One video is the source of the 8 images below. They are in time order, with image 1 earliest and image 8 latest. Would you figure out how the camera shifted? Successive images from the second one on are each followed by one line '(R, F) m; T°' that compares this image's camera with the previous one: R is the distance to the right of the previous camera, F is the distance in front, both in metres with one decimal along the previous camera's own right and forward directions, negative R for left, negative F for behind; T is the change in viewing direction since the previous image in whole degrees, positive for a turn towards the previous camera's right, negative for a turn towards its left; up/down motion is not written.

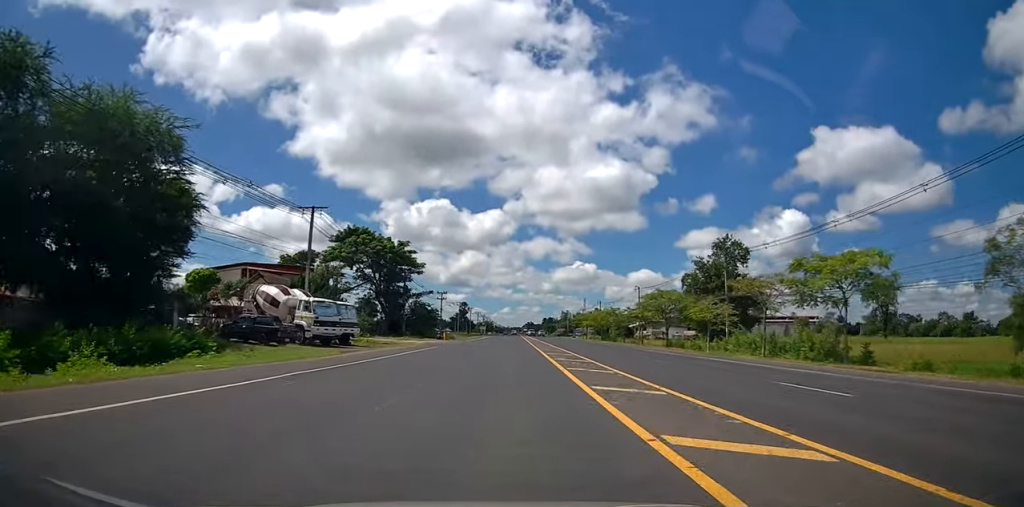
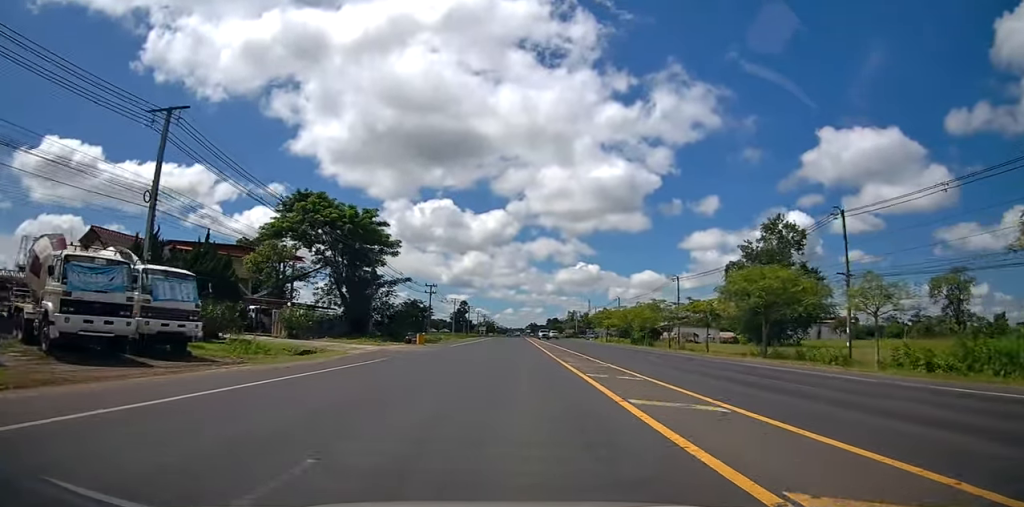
(0.0, +20.5) m; 0°
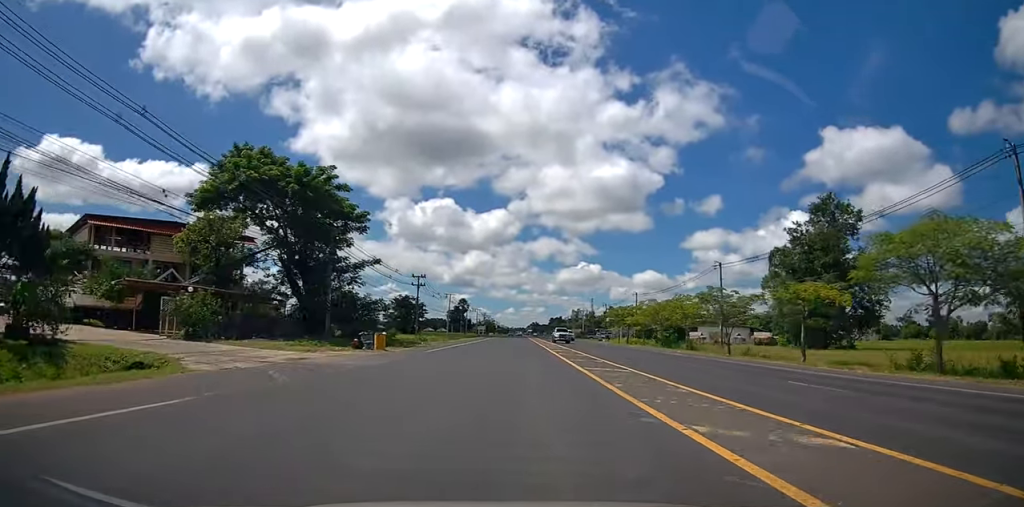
(0.0, +14.9) m; 0°
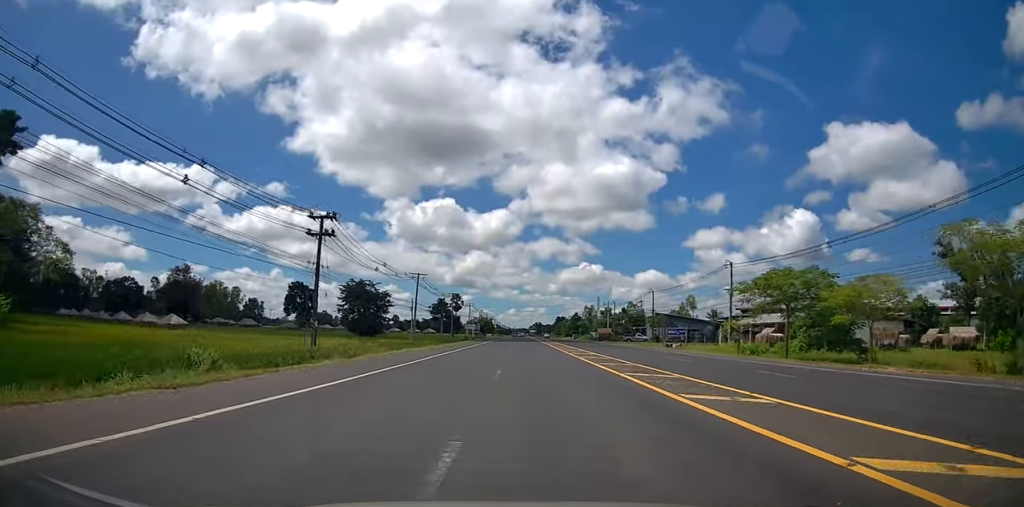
(-0.5, +44.2) m; 0°
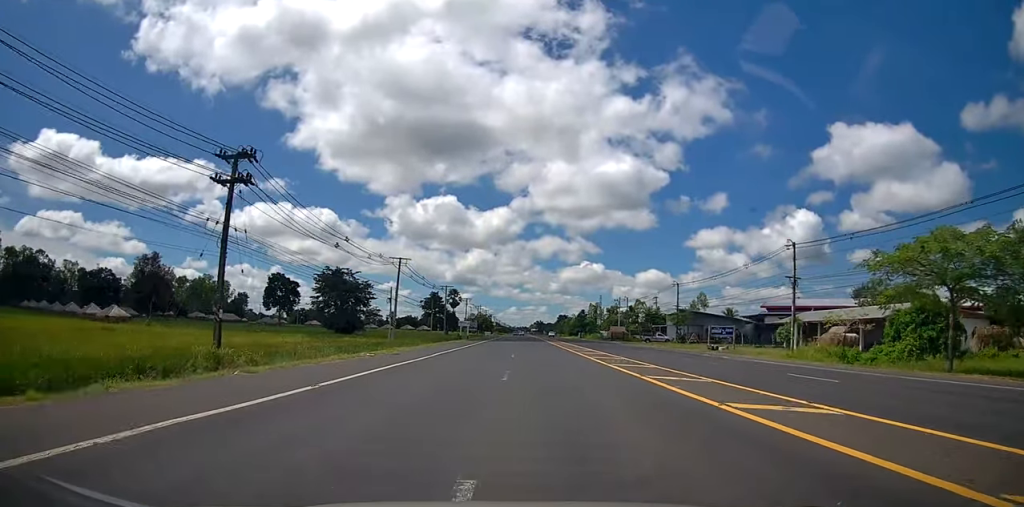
(+0.3, +14.1) m; 0°
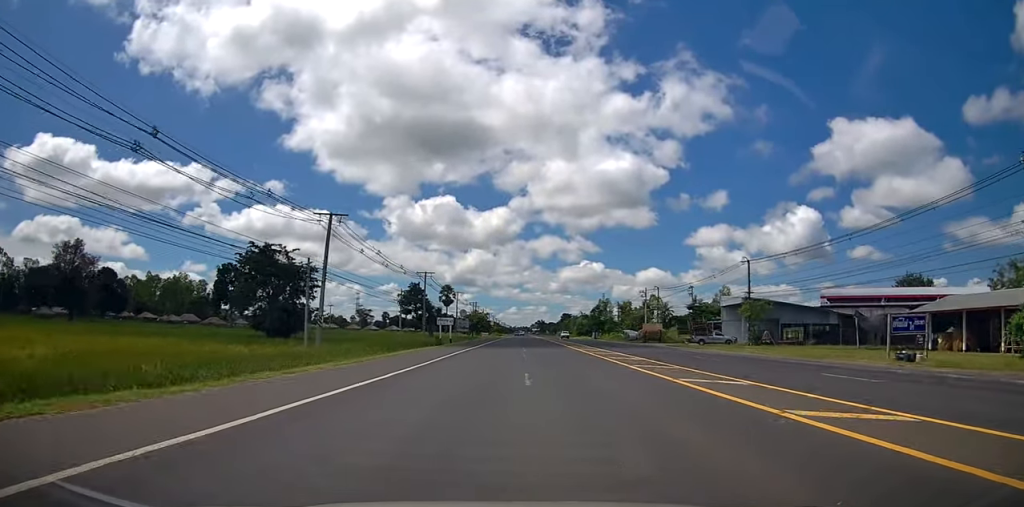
(-0.3, +25.2) m; 0°
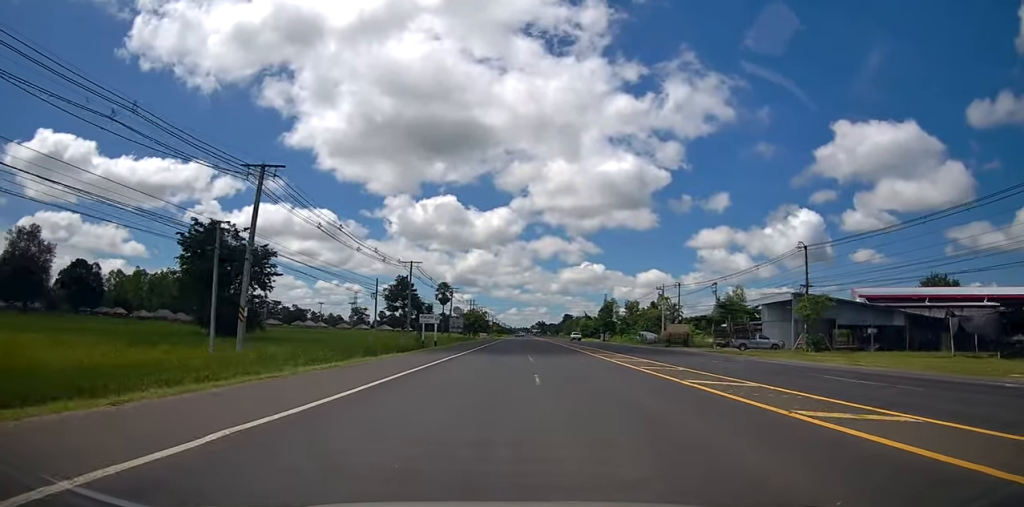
(+0.2, +11.8) m; 0°
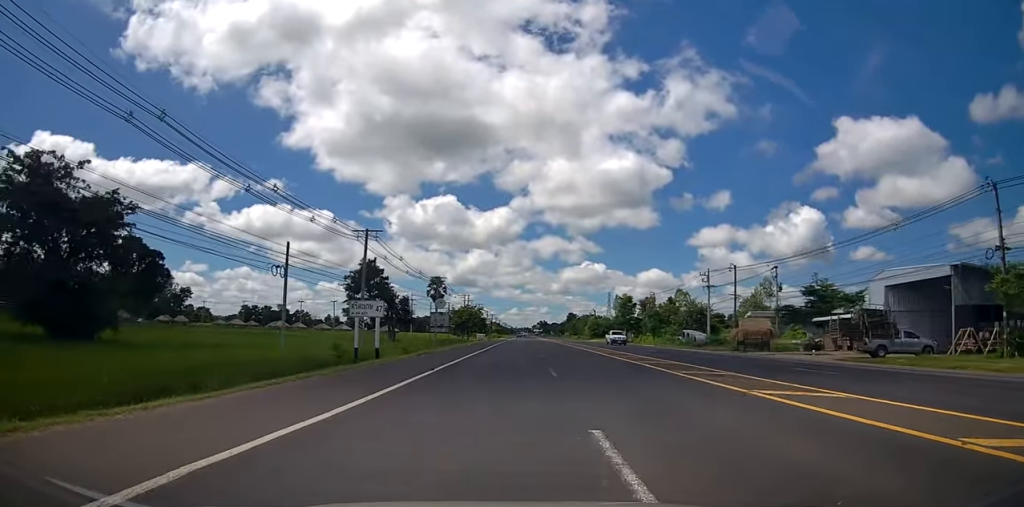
(0.0, +21.2) m; -1°
